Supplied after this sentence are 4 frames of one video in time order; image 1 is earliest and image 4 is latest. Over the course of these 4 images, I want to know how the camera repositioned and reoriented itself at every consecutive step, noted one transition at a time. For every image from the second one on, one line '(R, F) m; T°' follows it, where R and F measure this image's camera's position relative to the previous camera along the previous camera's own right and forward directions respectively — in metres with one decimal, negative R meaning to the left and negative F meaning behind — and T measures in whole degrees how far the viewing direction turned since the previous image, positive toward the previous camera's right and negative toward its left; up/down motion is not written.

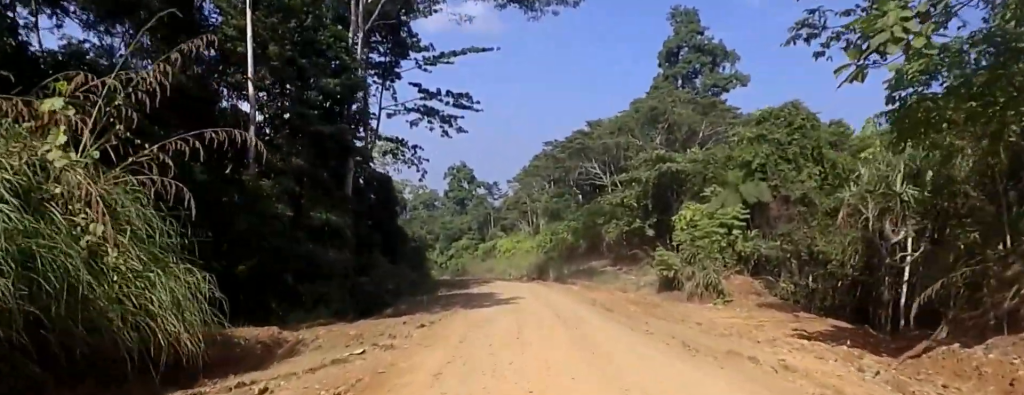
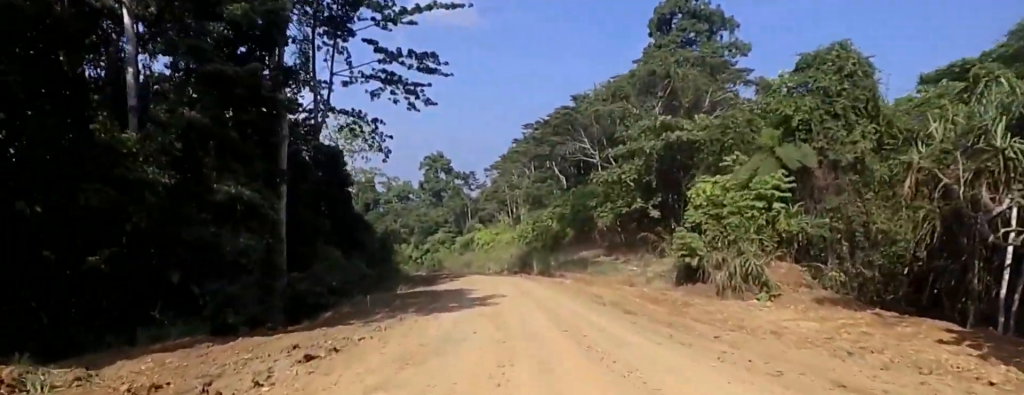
(0.0, +9.1) m; 0°
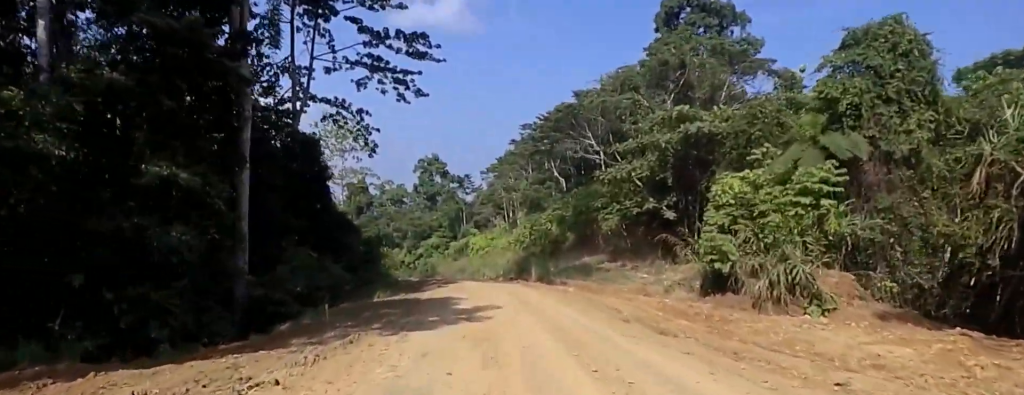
(0.0, +4.7) m; +1°
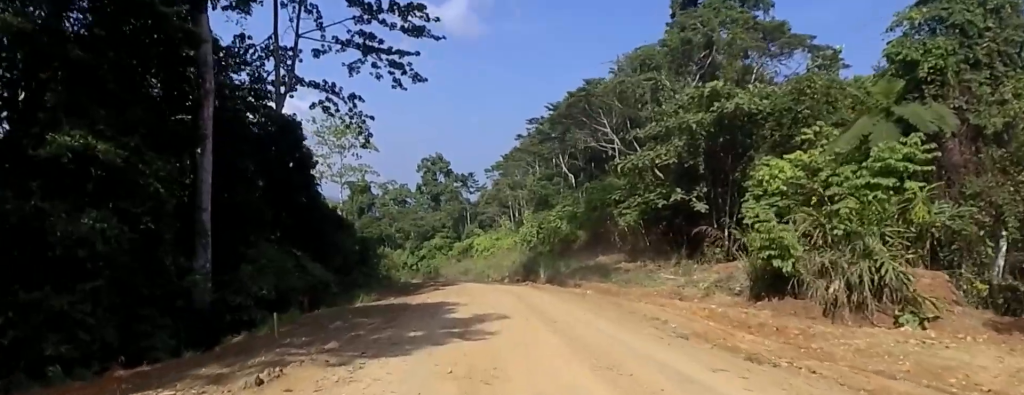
(0.0, +4.6) m; +1°
